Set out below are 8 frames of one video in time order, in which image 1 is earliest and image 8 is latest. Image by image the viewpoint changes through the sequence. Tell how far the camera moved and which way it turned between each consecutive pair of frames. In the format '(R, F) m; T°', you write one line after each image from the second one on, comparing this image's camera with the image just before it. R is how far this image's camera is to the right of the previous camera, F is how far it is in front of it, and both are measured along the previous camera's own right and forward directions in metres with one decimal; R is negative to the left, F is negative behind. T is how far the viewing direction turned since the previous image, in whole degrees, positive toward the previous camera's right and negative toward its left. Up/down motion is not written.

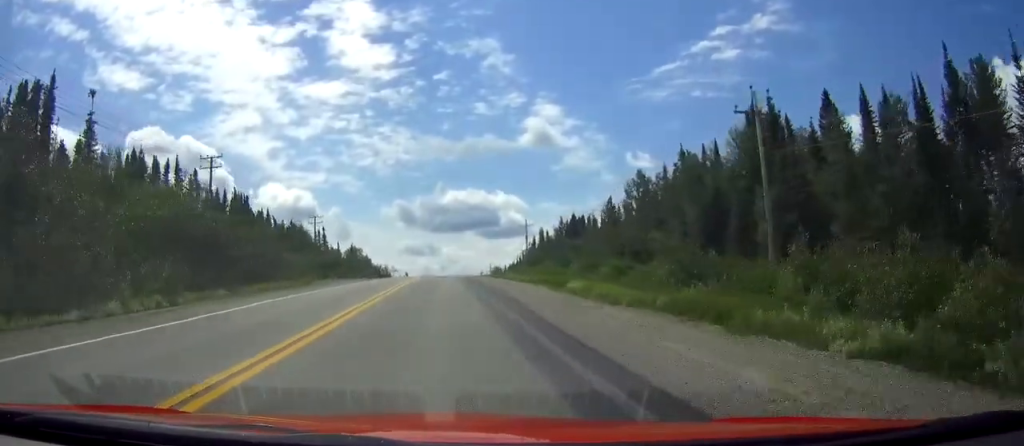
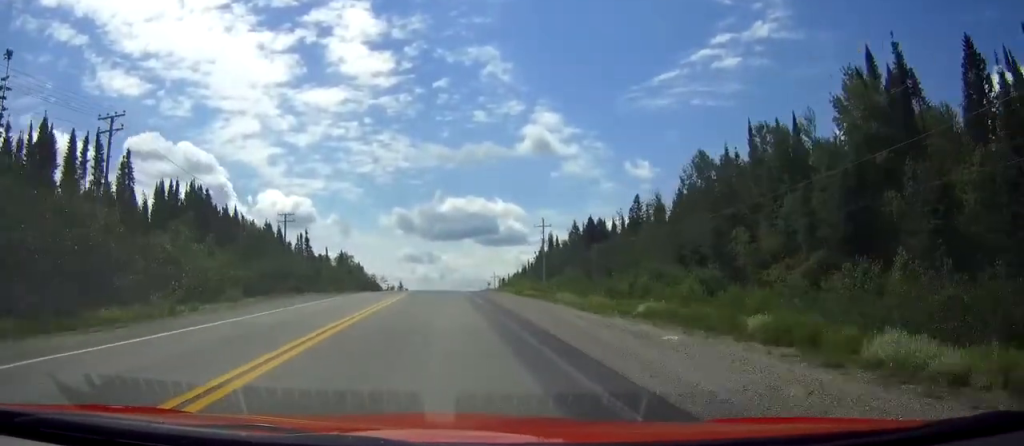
(0.0, +21.2) m; 0°
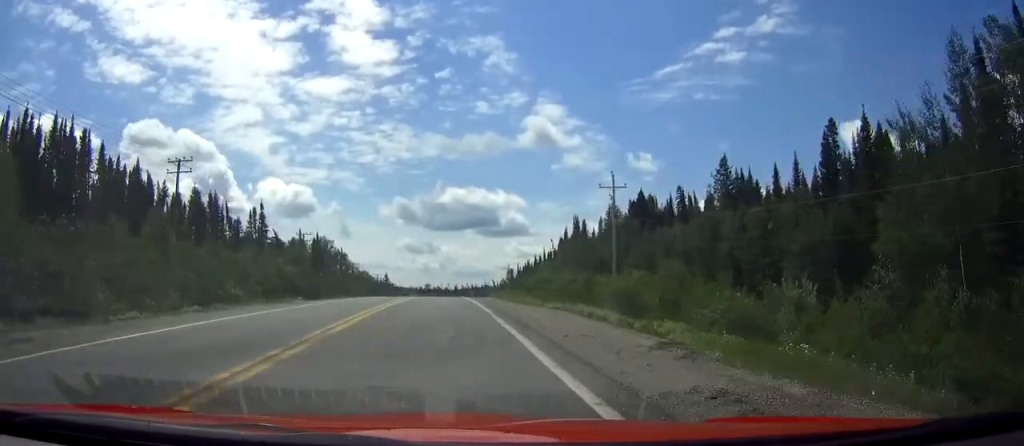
(0.0, +39.8) m; 0°
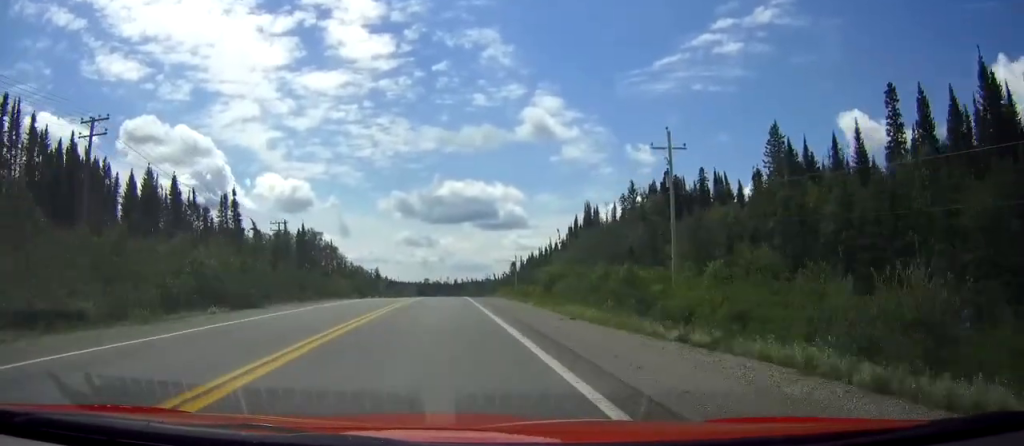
(-0.1, +15.2) m; 0°
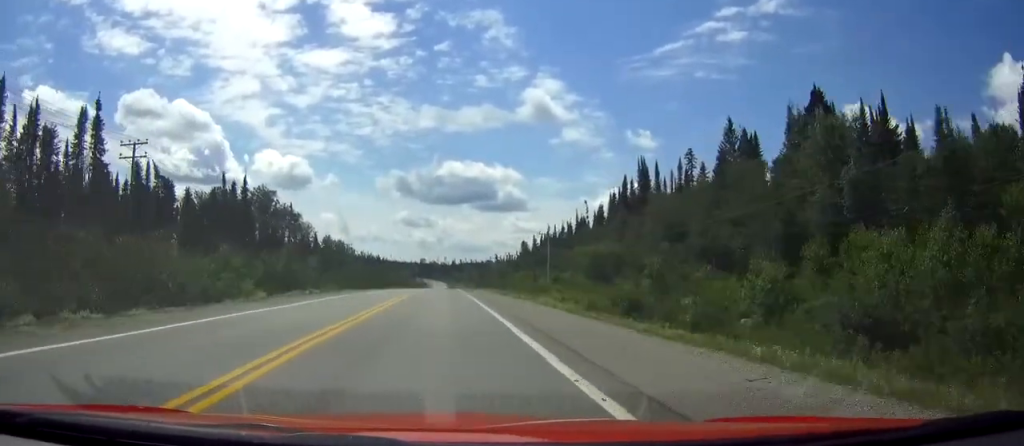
(+0.1, +44.4) m; 0°
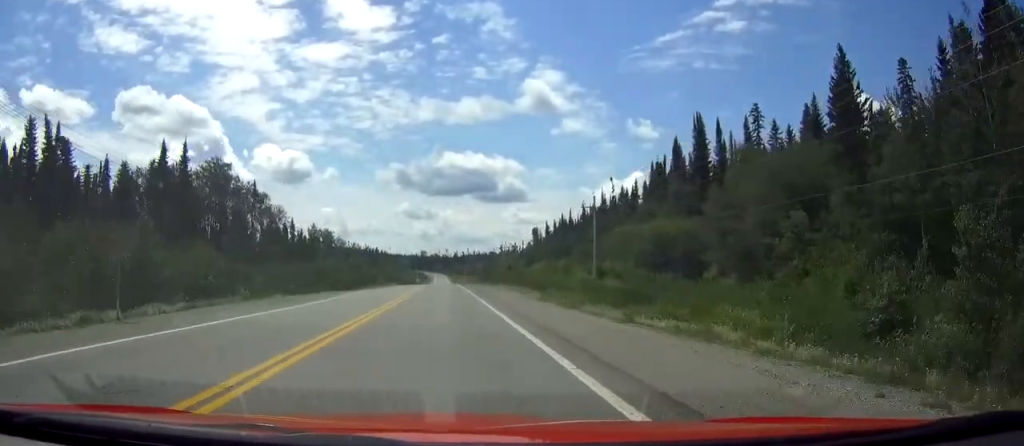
(0.0, +26.2) m; 0°
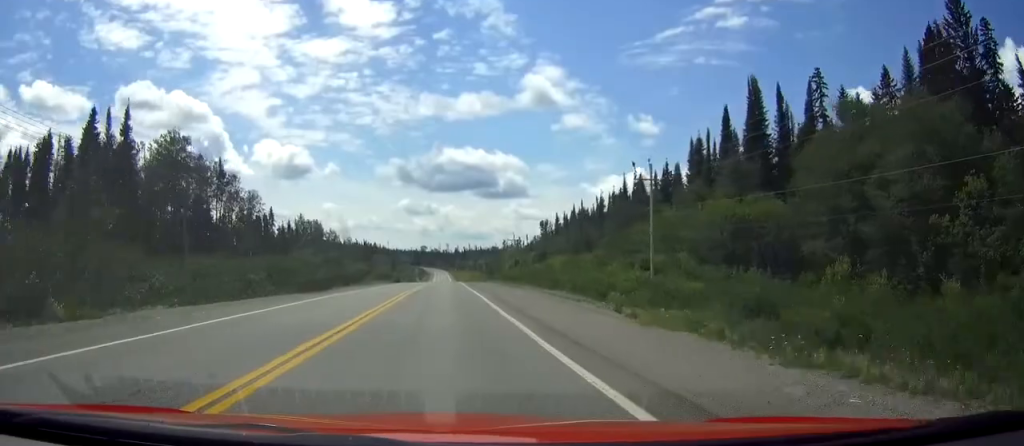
(+0.1, +16.8) m; 0°
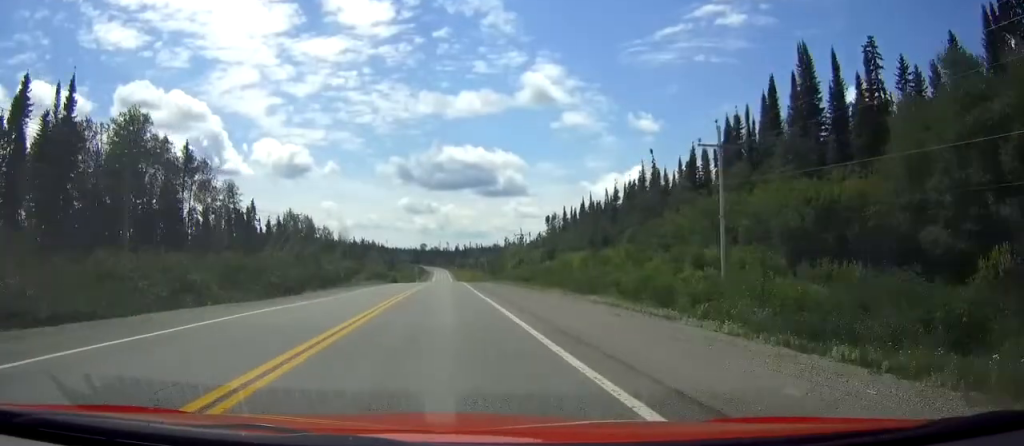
(-0.1, +11.8) m; 0°
